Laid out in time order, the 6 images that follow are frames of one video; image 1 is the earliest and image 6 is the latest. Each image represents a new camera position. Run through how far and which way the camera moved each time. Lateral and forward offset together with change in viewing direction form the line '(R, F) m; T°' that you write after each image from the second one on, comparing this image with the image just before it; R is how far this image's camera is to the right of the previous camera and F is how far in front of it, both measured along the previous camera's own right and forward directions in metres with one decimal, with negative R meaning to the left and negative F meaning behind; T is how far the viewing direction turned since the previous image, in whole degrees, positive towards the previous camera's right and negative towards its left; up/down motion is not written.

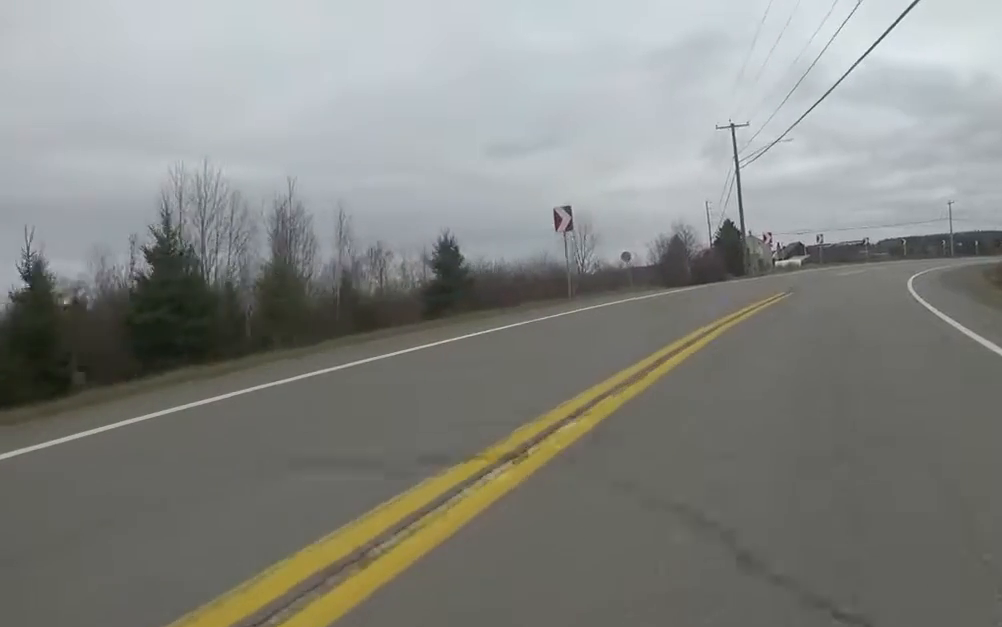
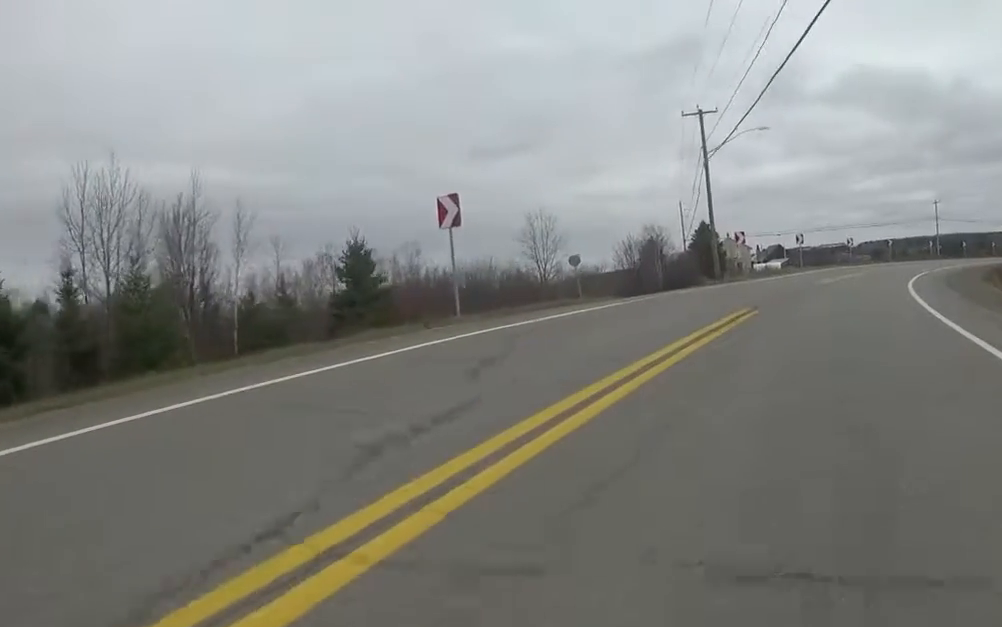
(+0.1, +5.2) m; +1°
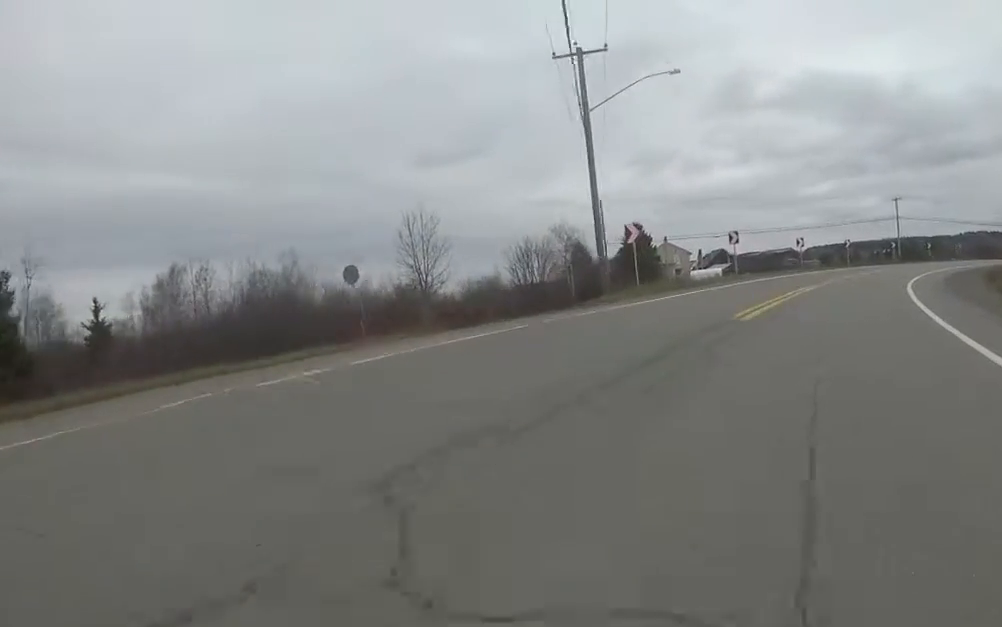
(+0.2, +12.8) m; +9°
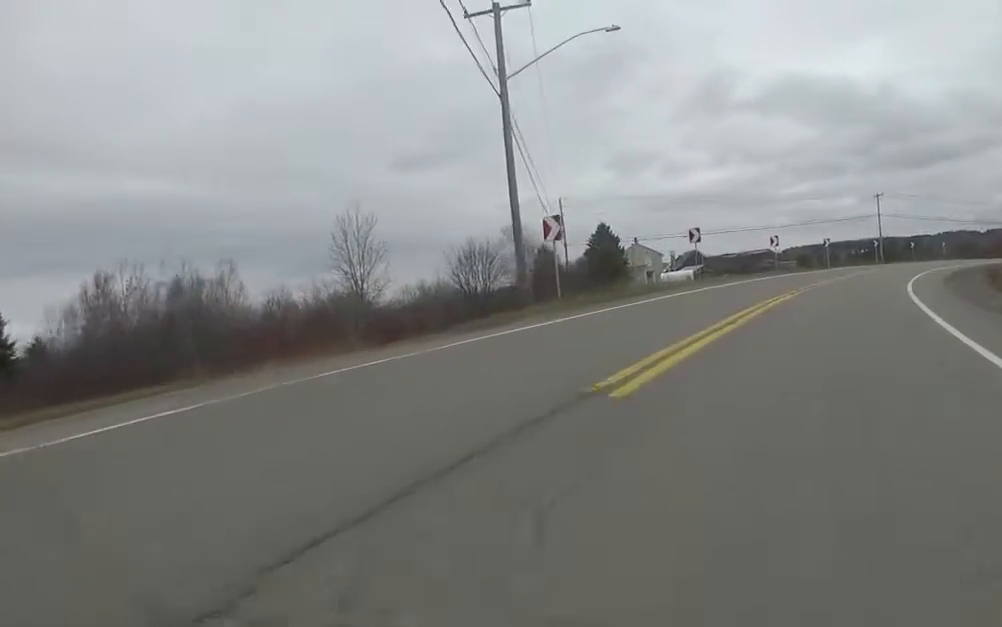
(+1.0, +5.2) m; +2°
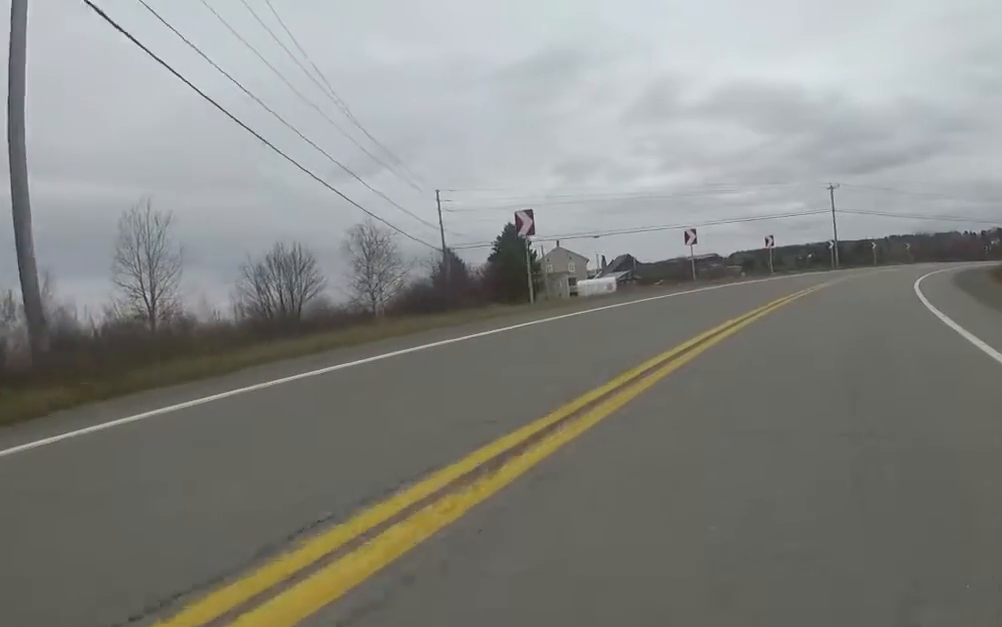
(+0.1, +13.6) m; +9°
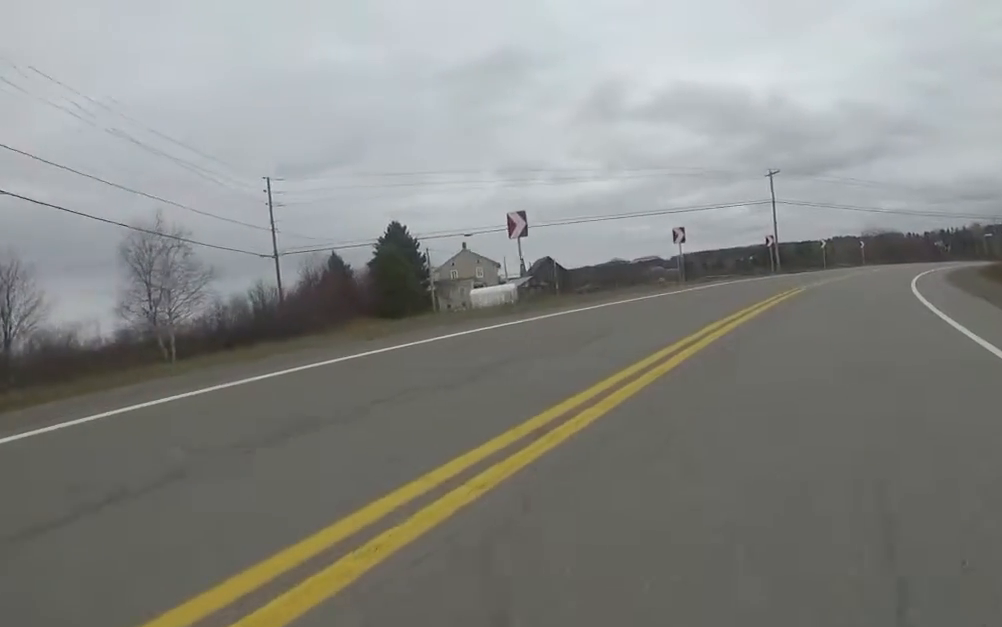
(+0.7, +12.4) m; +3°
